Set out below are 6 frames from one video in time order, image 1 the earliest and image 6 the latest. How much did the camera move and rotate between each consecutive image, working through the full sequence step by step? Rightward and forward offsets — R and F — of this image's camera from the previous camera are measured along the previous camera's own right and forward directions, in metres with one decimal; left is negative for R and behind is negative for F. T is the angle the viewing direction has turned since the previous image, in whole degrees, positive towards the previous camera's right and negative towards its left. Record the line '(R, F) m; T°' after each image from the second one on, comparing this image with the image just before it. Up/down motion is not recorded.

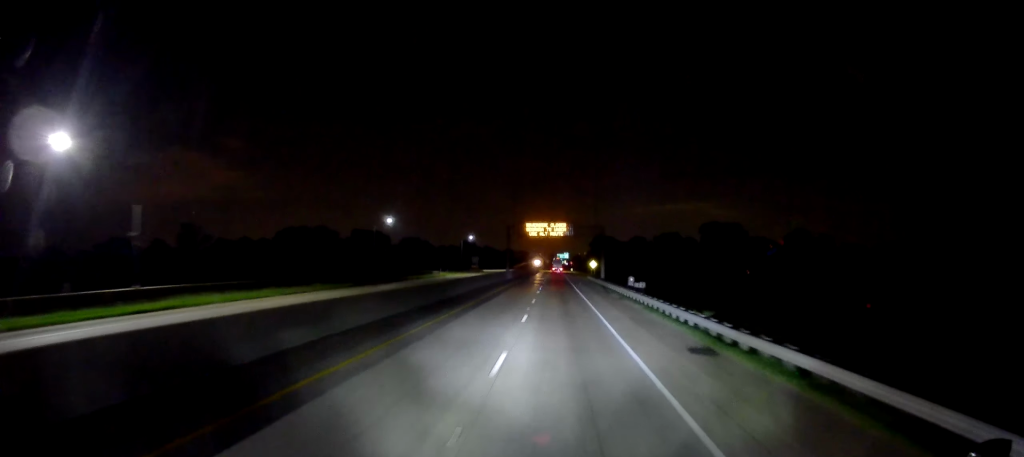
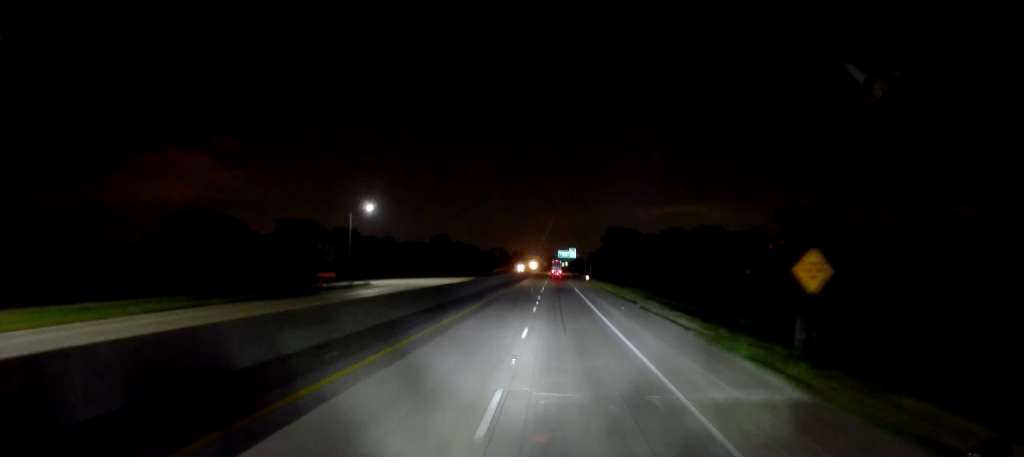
(-1.9, +113.0) m; -2°
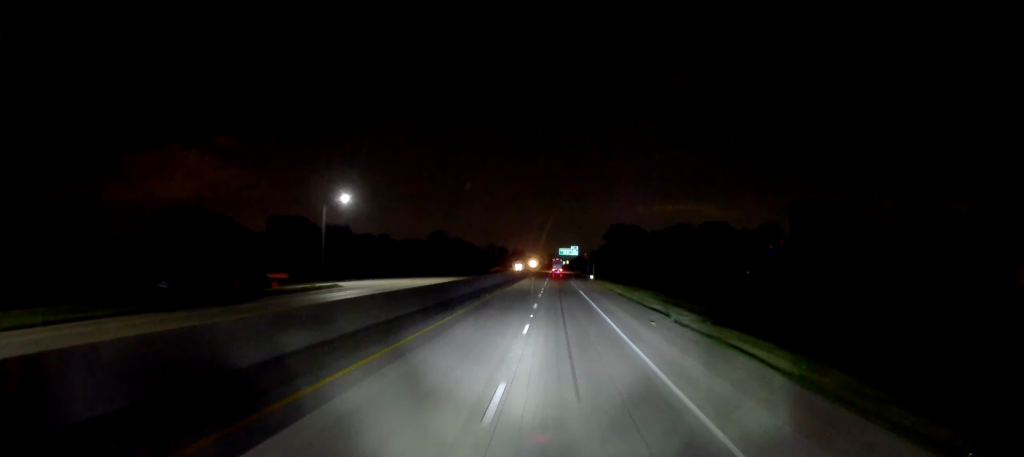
(0.0, +11.7) m; 0°
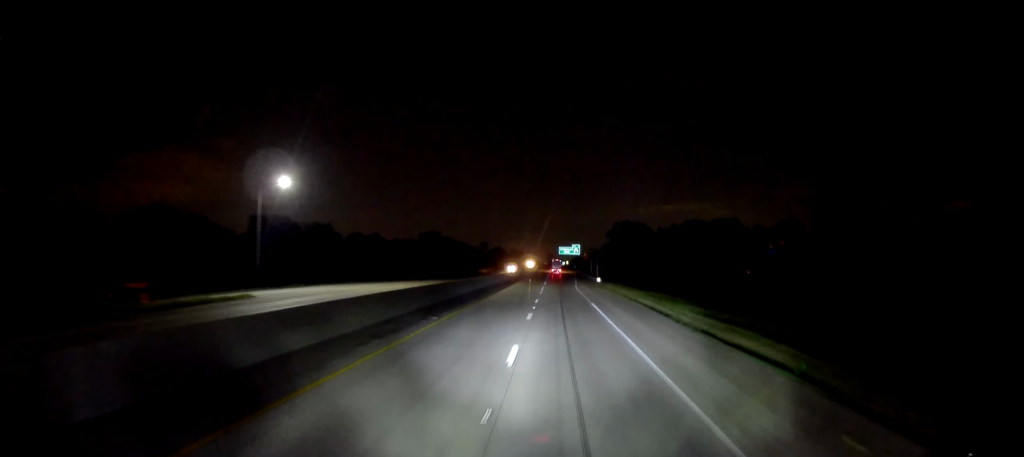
(-0.2, +20.6) m; +1°
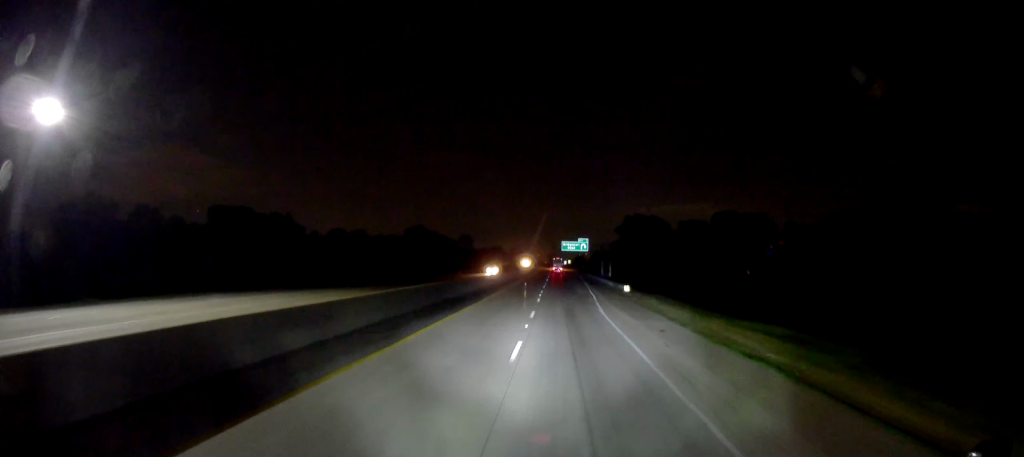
(+0.9, +35.3) m; +2°
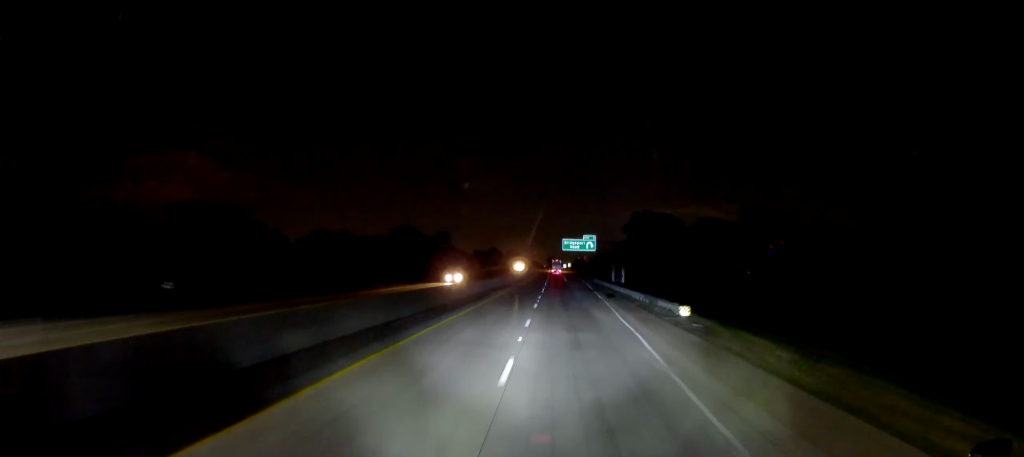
(0.0, +26.2) m; -1°
